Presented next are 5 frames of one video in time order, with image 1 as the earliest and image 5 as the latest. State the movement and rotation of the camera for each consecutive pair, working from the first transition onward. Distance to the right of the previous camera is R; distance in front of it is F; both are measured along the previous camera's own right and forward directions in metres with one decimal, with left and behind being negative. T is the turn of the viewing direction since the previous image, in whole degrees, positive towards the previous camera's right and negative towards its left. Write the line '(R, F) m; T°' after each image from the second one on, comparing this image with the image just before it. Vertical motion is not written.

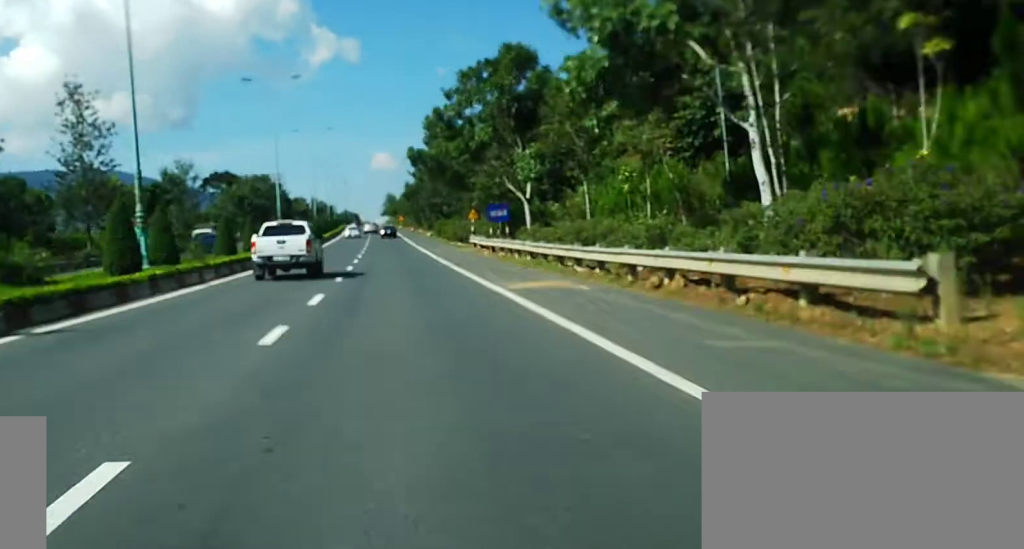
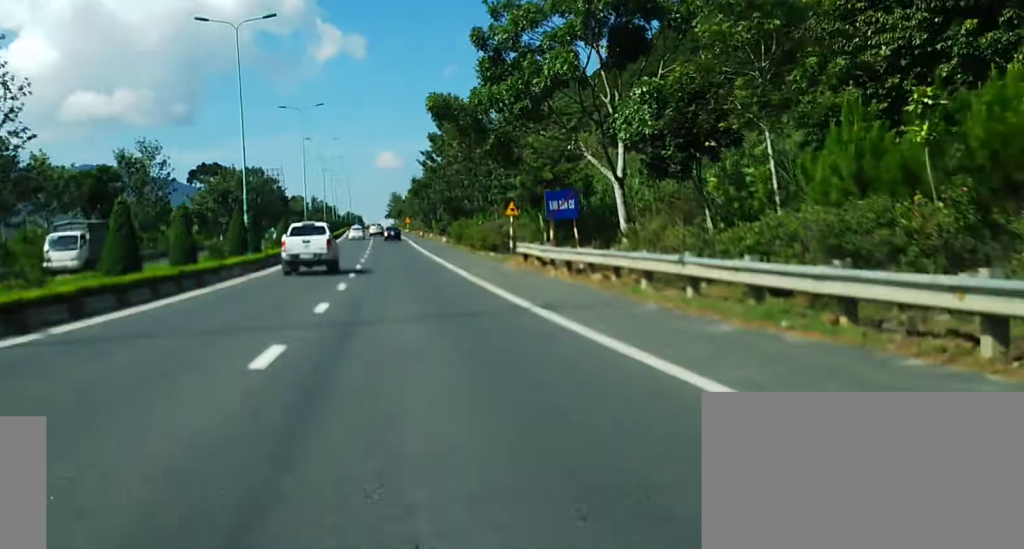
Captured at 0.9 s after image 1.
(0.0, +17.7) m; 0°
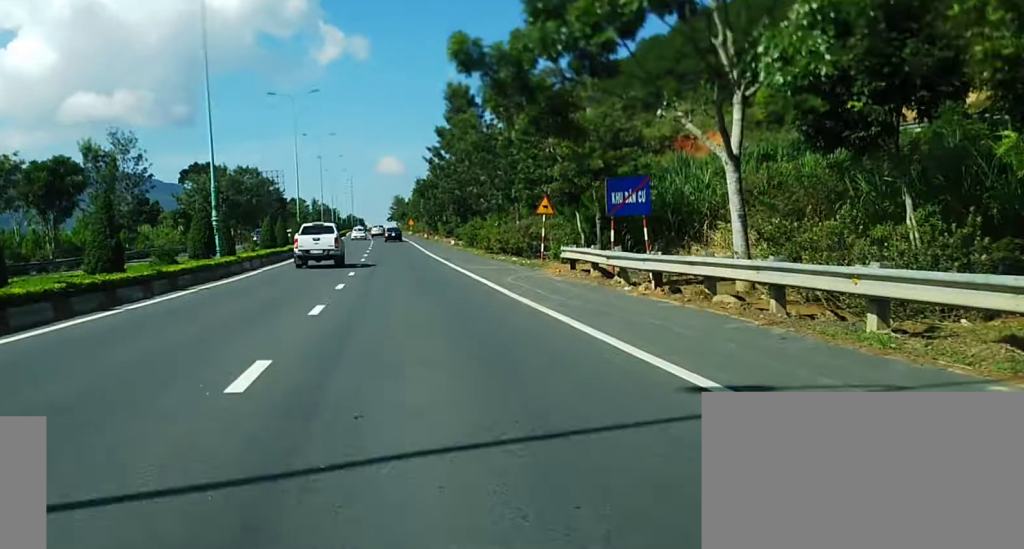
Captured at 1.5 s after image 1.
(0.0, +10.1) m; 0°
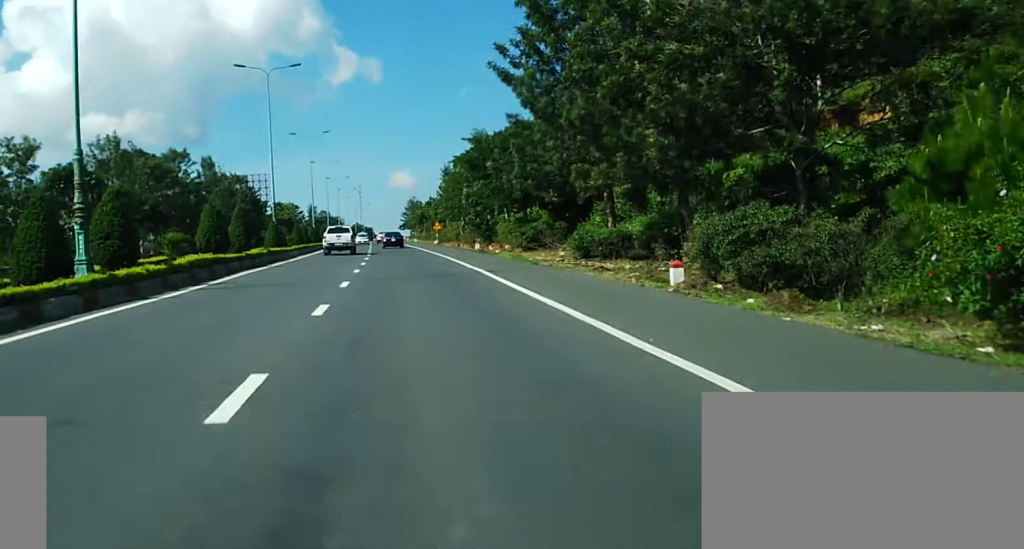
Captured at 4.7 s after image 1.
(-0.1, +60.1) m; 0°
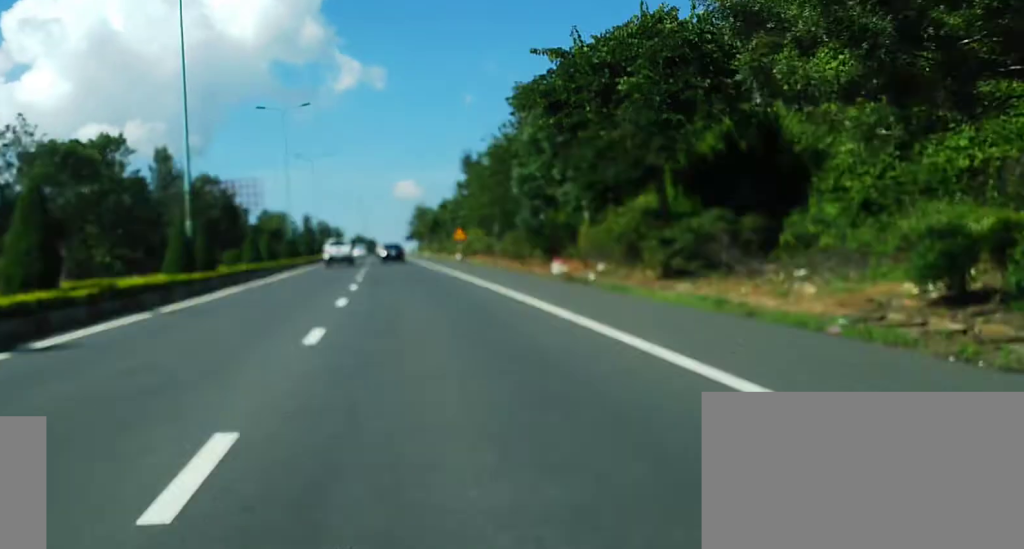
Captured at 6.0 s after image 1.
(-0.3, +24.7) m; -1°
